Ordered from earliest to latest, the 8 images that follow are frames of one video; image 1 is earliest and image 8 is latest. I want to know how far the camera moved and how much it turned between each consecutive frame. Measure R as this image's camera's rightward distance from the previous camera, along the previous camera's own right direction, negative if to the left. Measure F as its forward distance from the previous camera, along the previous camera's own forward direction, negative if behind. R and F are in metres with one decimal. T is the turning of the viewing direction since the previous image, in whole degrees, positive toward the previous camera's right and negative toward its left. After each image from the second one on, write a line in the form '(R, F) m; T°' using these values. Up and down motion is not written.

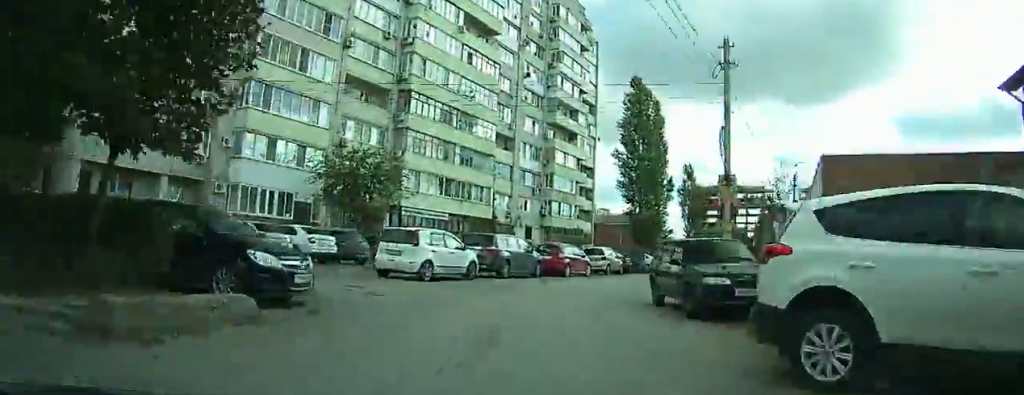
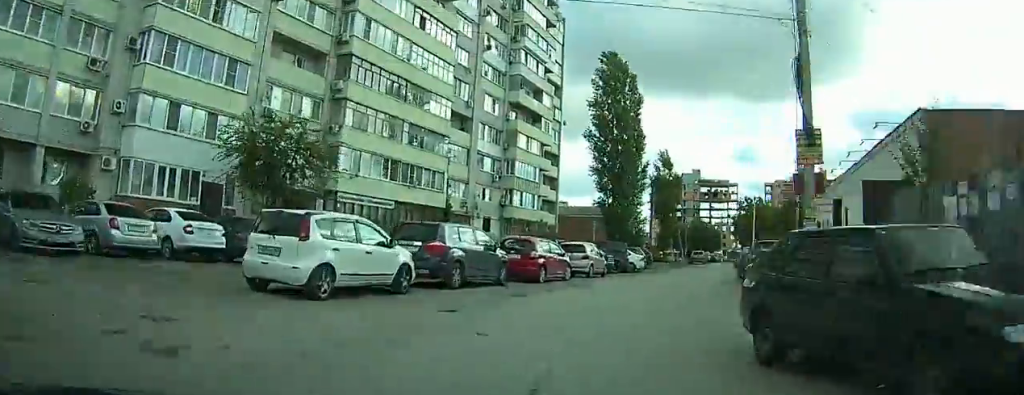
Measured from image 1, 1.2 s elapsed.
(+0.3, +8.3) m; +4°
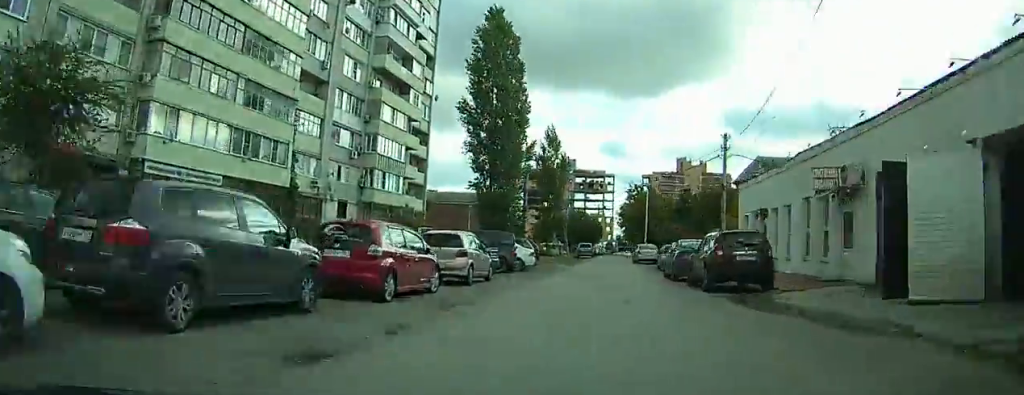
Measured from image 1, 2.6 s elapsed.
(+0.3, +9.8) m; +6°
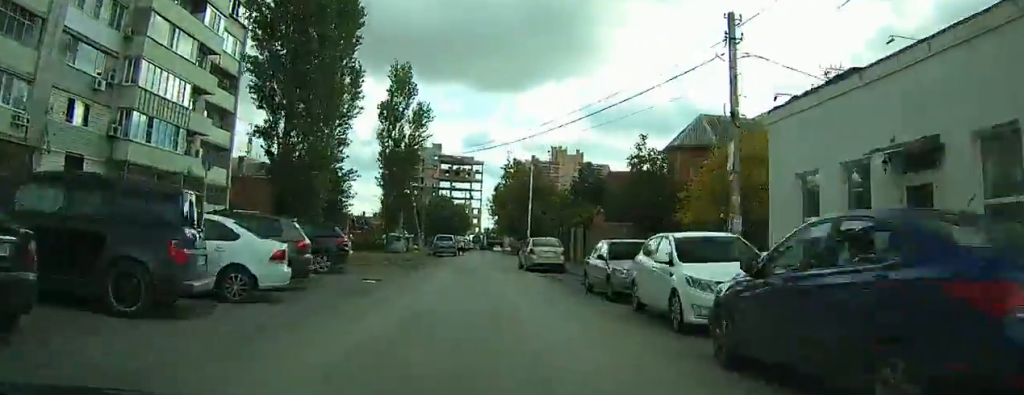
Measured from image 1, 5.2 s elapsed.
(+2.1, +18.5) m; +10°
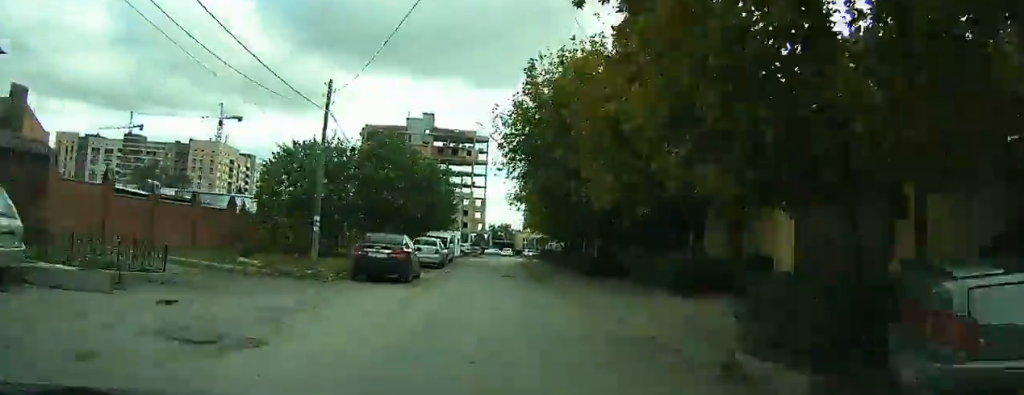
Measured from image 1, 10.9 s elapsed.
(+4.6, +45.4) m; +8°
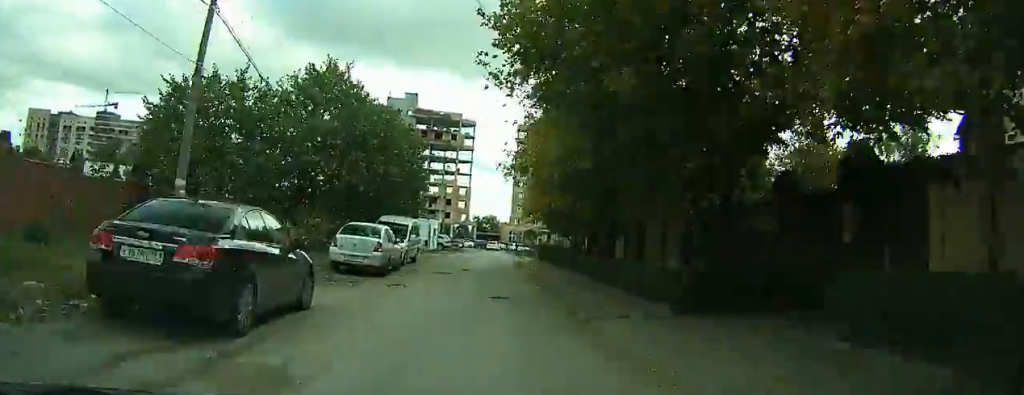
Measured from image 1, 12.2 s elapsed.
(-0.1, +11.2) m; +1°
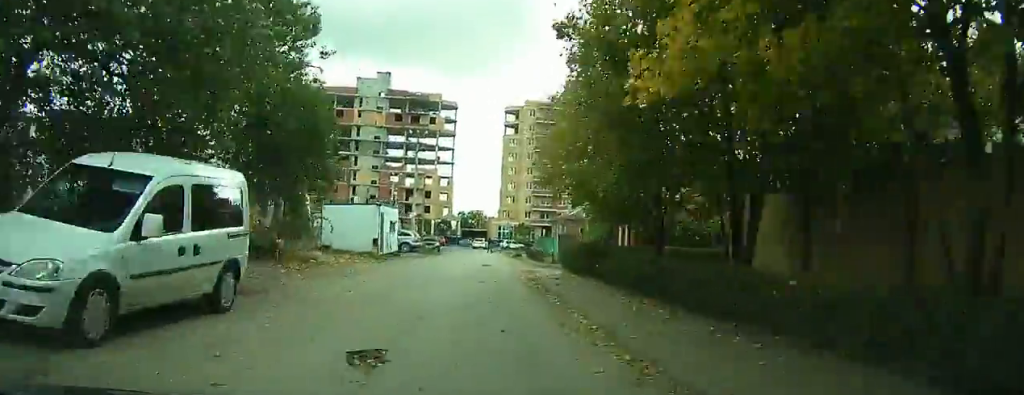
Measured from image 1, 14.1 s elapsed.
(+0.4, +16.8) m; +2°
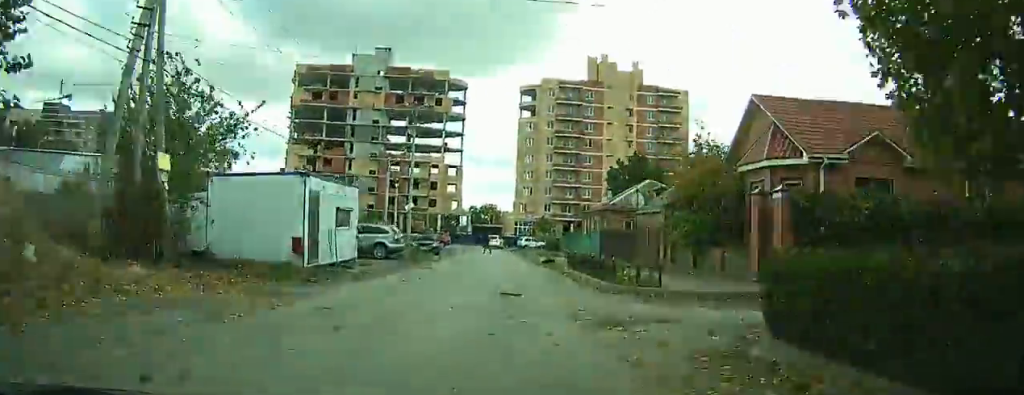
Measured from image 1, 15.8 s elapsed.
(+0.2, +15.0) m; +1°
